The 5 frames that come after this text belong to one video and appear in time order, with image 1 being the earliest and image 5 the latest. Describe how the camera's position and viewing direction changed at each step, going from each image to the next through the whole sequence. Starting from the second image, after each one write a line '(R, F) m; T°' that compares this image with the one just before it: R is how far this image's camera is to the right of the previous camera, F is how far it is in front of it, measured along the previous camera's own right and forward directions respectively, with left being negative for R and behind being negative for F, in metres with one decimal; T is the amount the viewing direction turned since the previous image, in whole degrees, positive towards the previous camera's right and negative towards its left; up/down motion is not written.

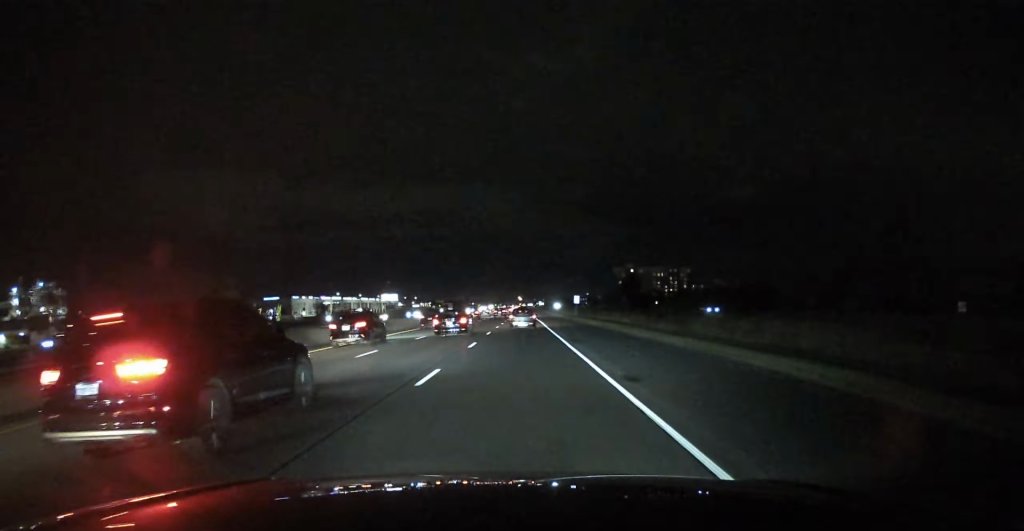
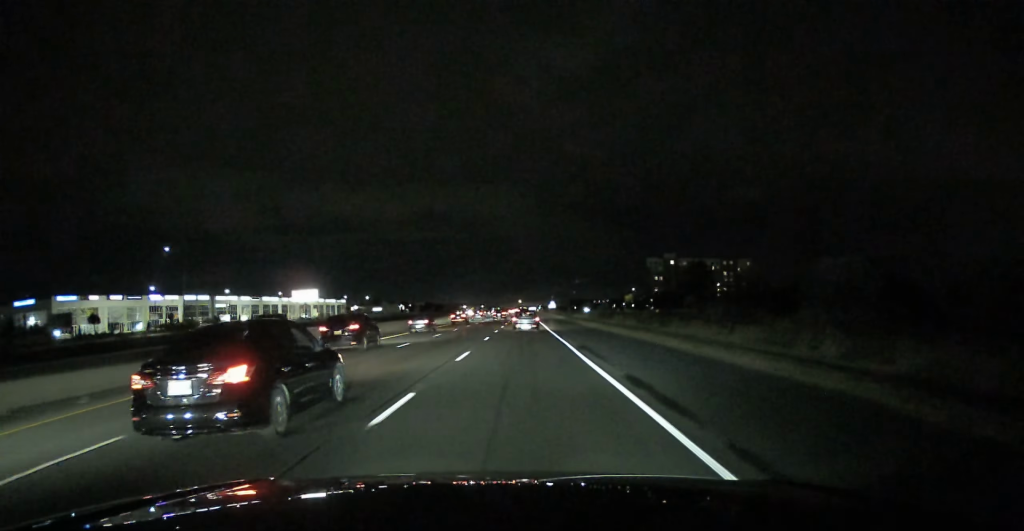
(+0.1, +139.7) m; 0°
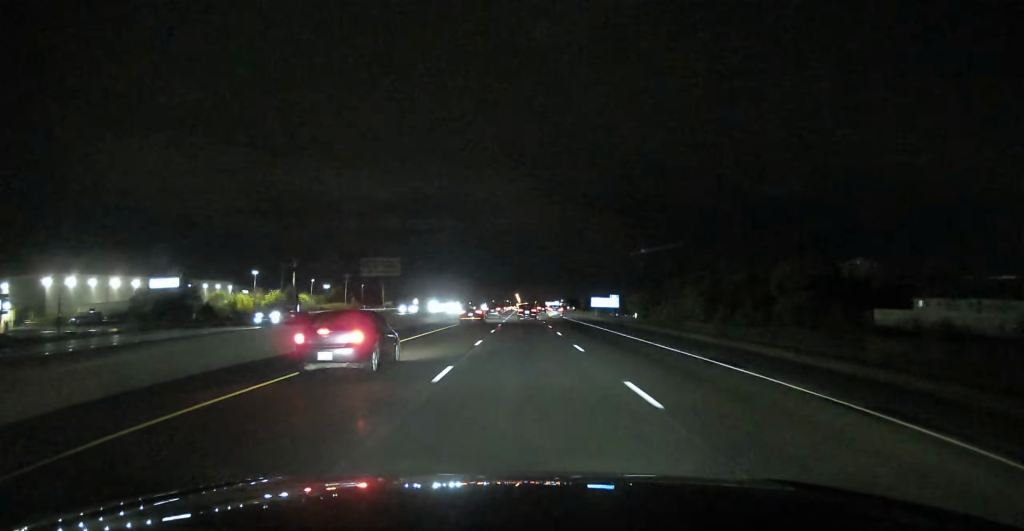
(-3.4, +663.3) m; 0°
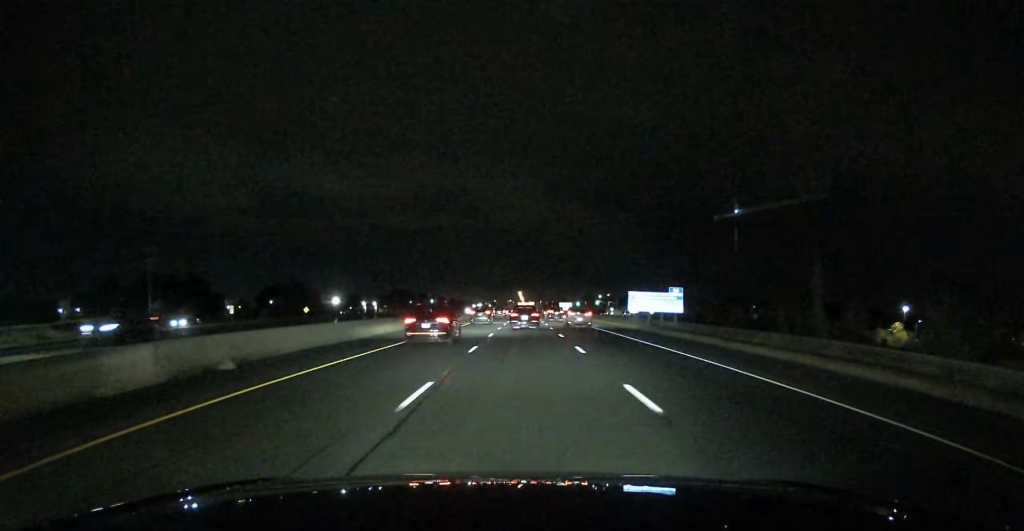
(+0.2, +243.6) m; 0°
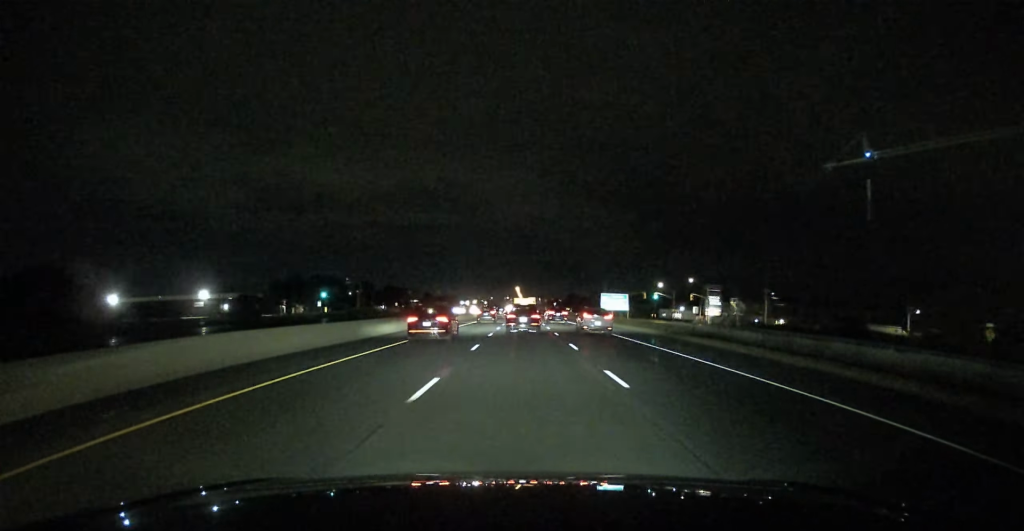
(+0.1, +141.7) m; 0°
